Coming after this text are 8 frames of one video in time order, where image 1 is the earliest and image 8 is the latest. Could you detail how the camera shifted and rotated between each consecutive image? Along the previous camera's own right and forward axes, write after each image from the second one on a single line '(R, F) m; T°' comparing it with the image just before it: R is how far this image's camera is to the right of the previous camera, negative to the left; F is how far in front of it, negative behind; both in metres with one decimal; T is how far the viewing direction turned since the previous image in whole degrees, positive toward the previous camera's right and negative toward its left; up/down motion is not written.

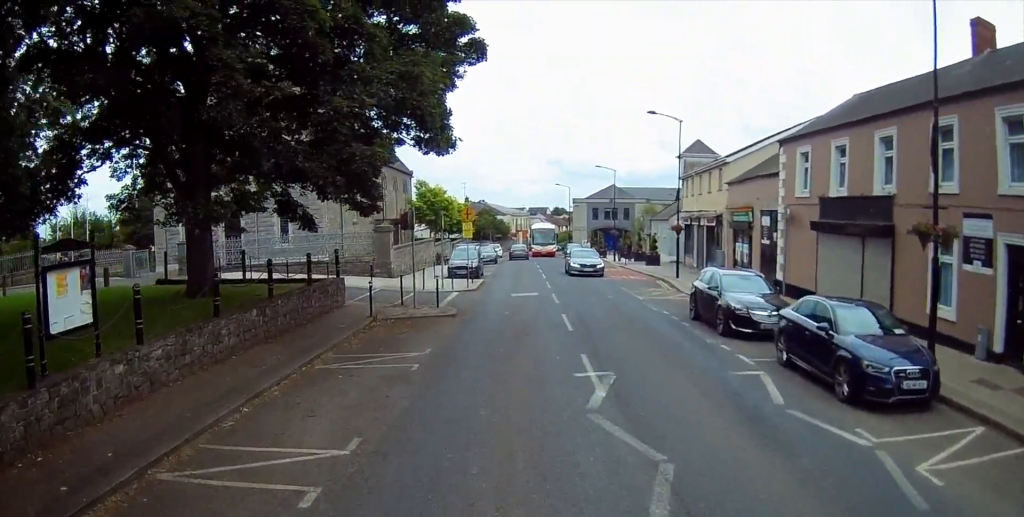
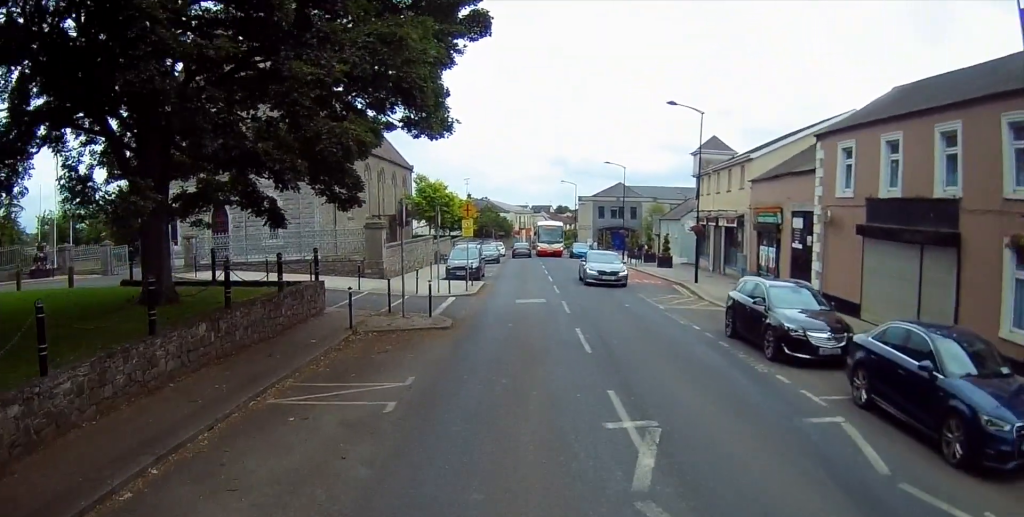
(+0.1, +2.9) m; 0°
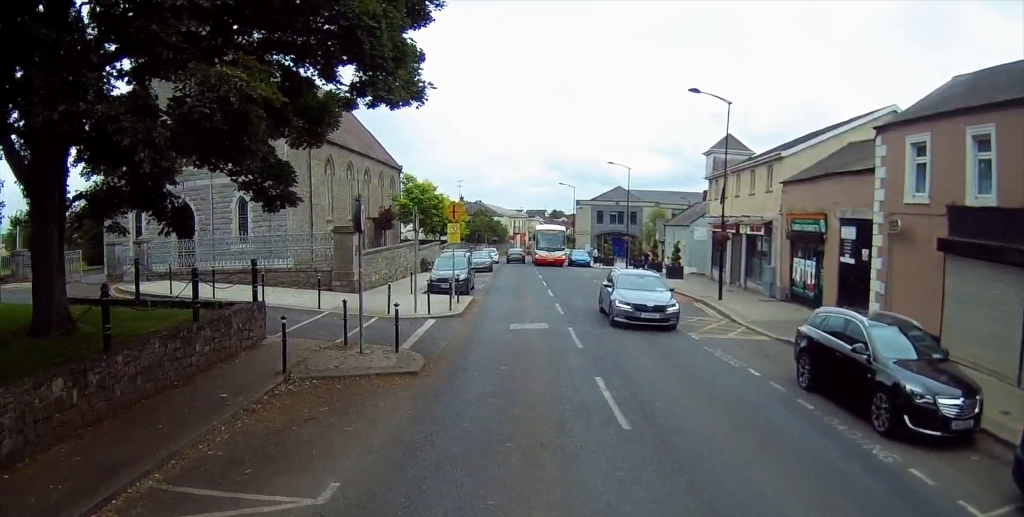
(-0.1, +4.3) m; +1°
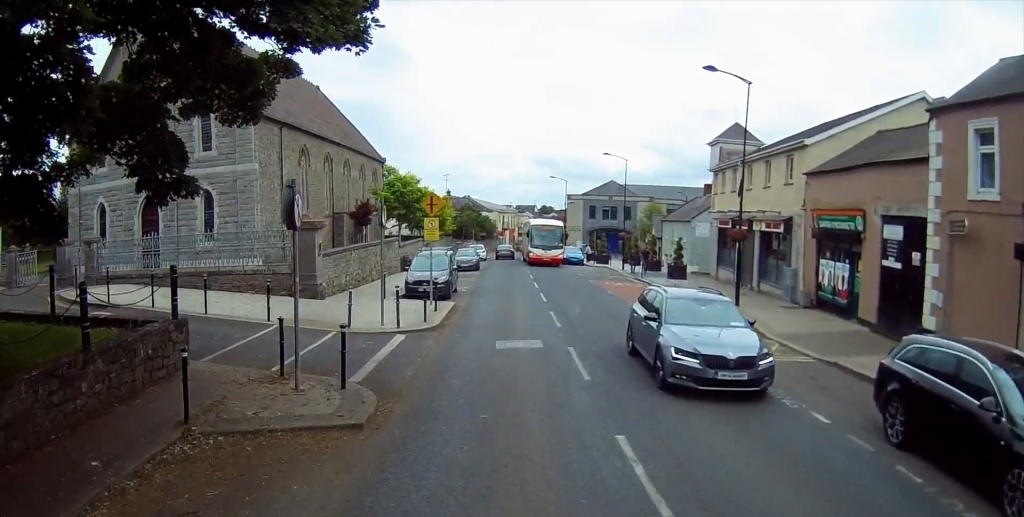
(-0.2, +3.1) m; +2°
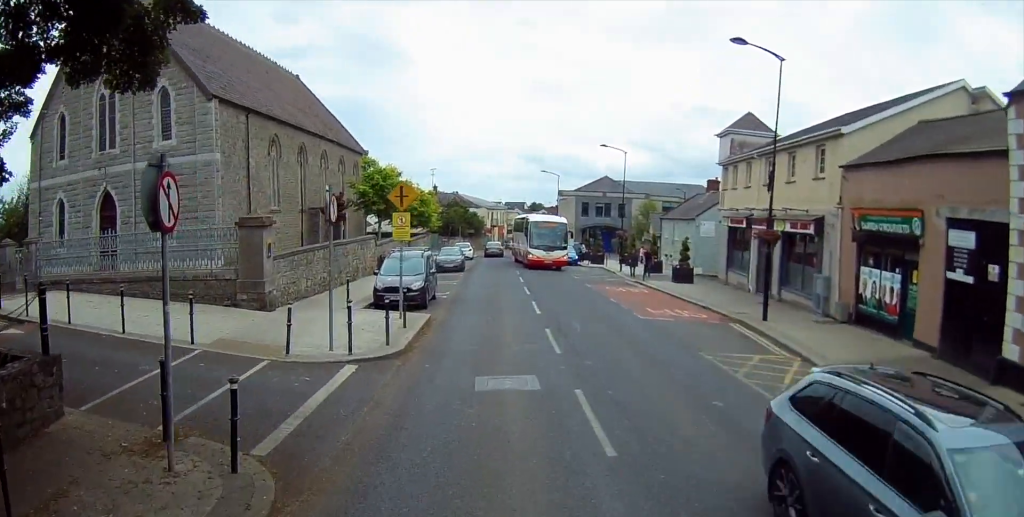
(+0.3, +3.5) m; +3°
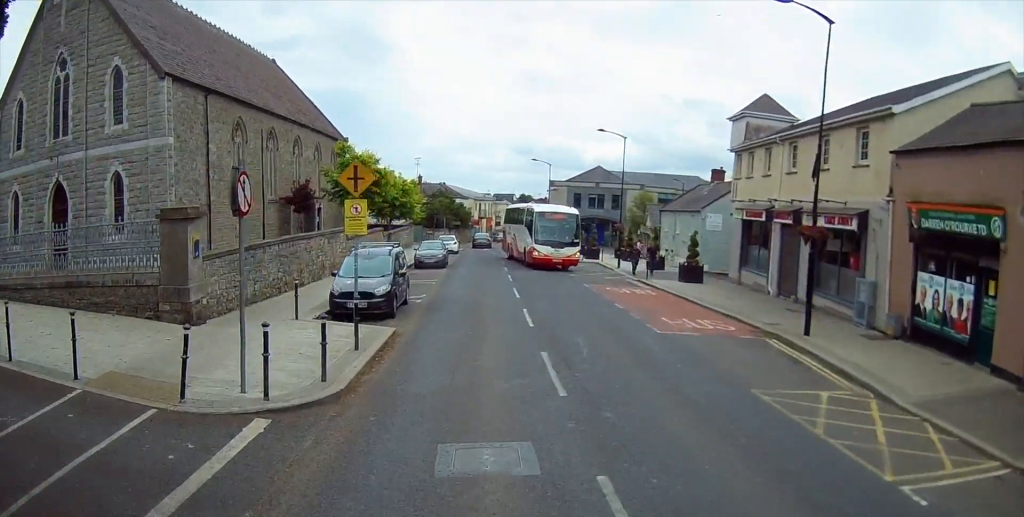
(+0.1, +3.6) m; +1°
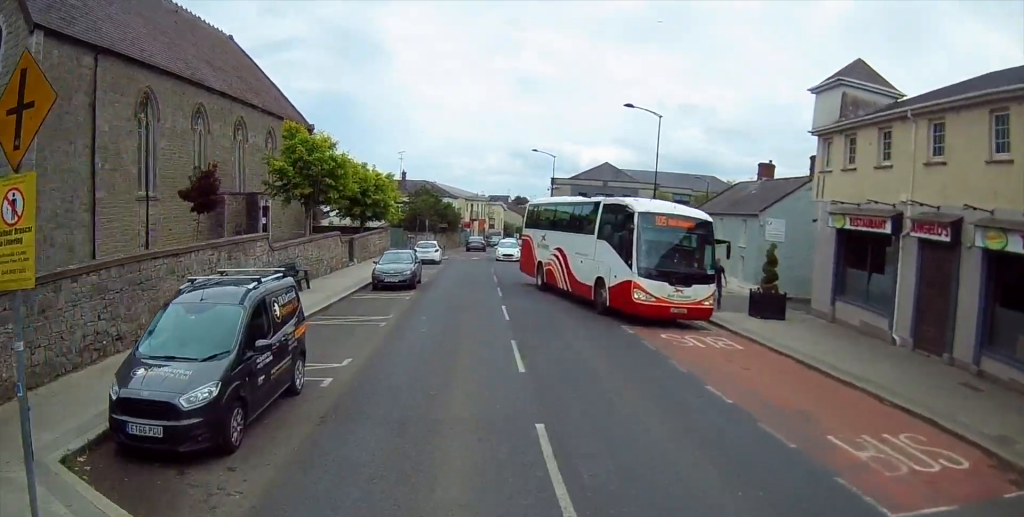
(-0.4, +9.4) m; -5°
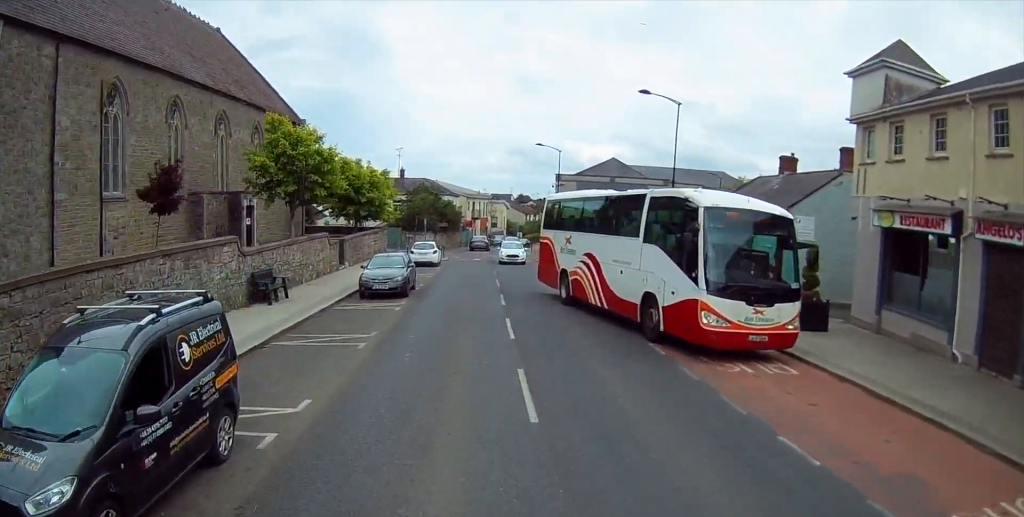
(0.0, +2.6) m; 0°
